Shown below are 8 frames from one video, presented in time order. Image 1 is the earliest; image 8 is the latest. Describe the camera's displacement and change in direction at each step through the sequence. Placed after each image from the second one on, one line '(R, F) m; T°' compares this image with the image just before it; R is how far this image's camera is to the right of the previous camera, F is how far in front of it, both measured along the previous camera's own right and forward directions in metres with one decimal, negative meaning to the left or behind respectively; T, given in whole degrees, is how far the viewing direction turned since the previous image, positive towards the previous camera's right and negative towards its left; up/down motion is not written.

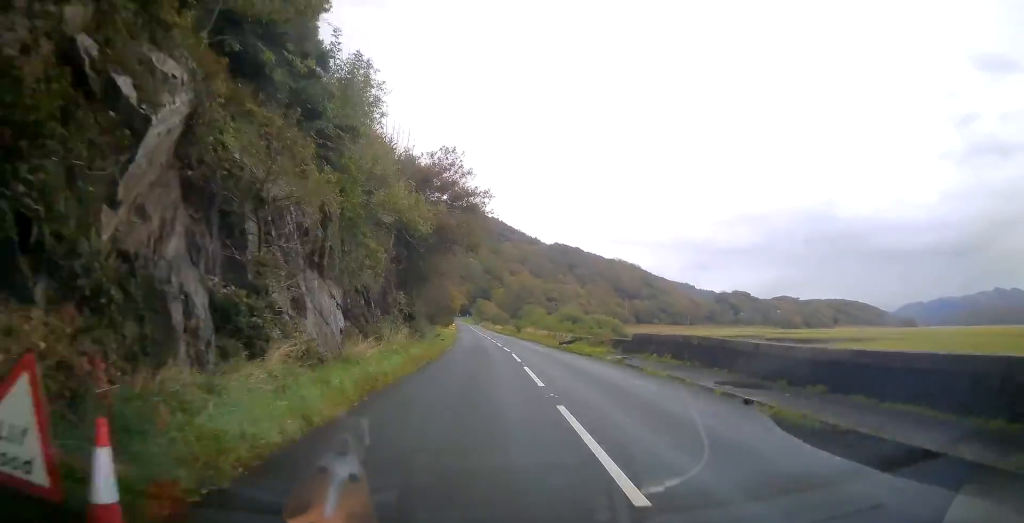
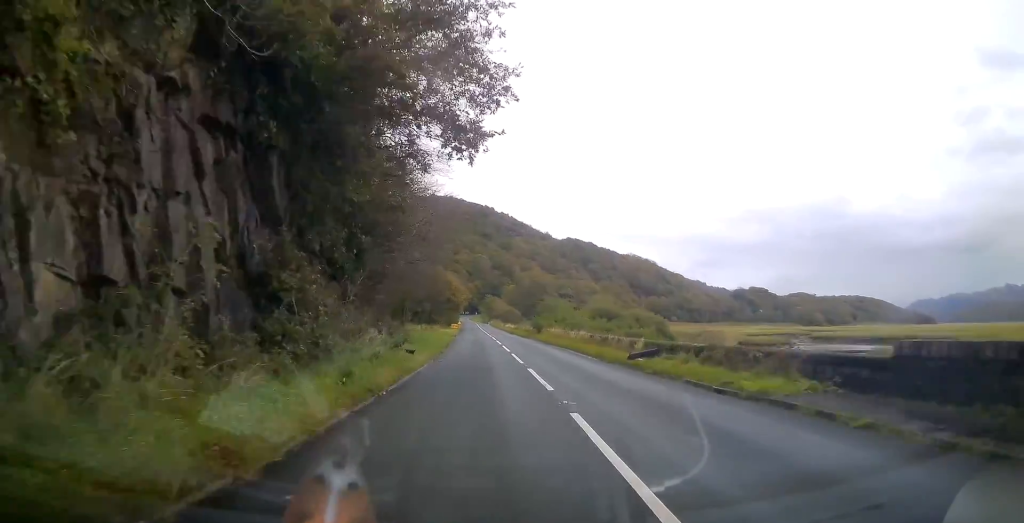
(-0.1, +18.3) m; -1°
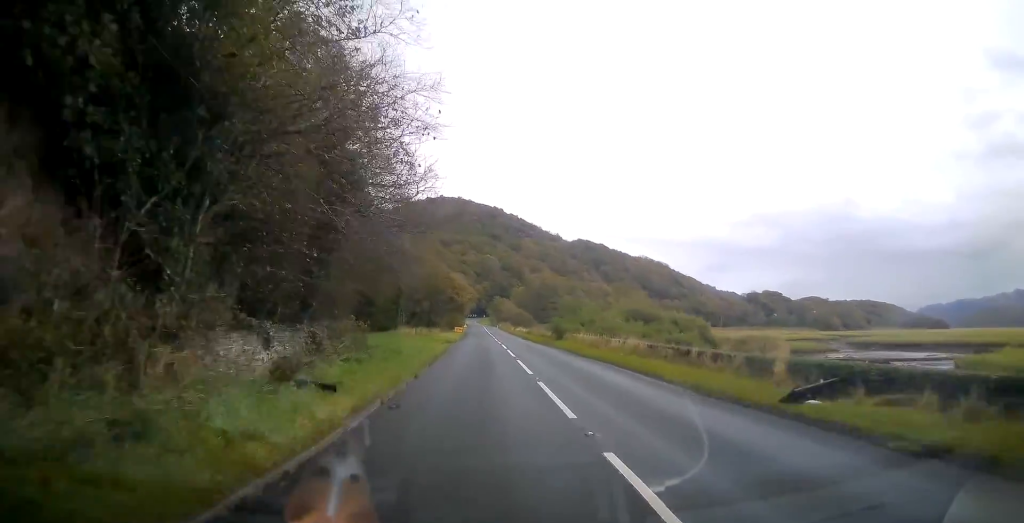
(0.0, +11.6) m; -1°
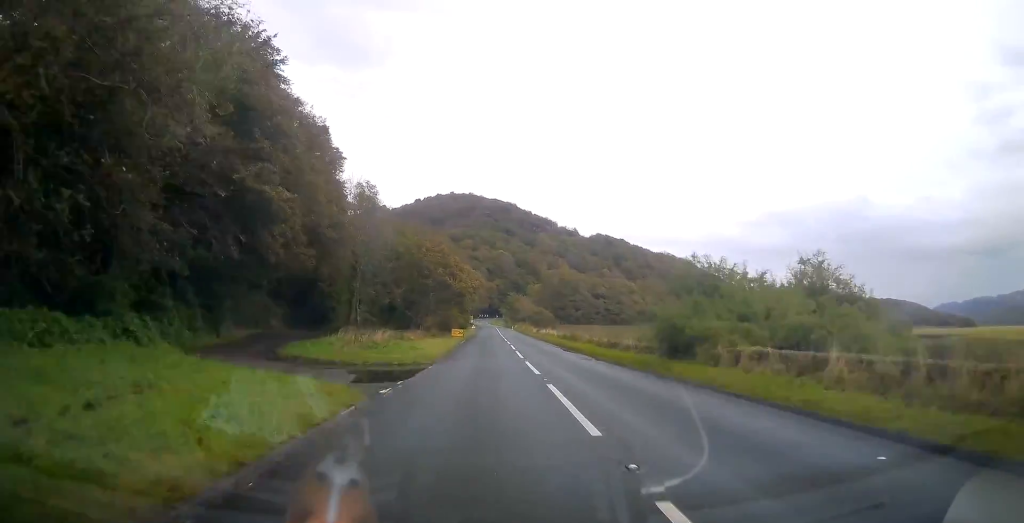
(-0.6, +28.2) m; -1°
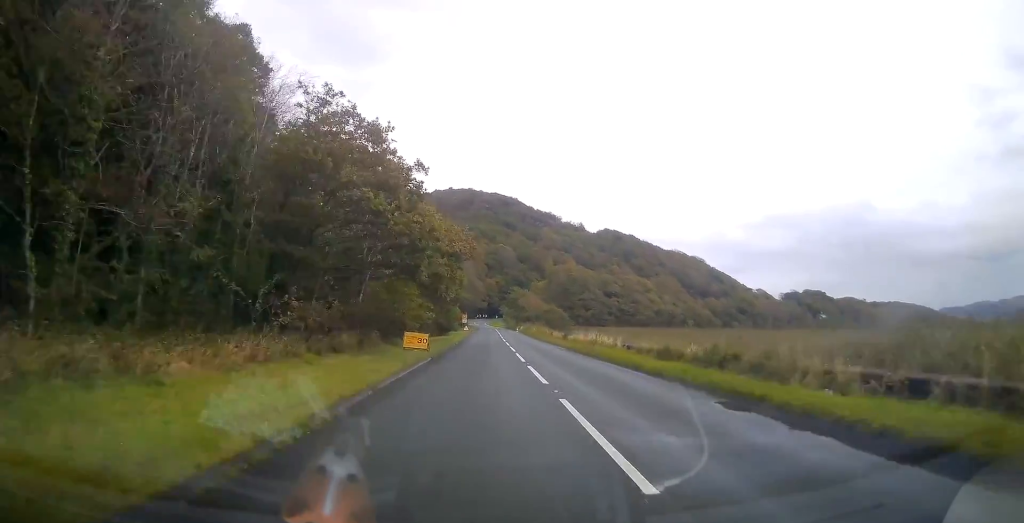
(-0.1, +29.7) m; 0°
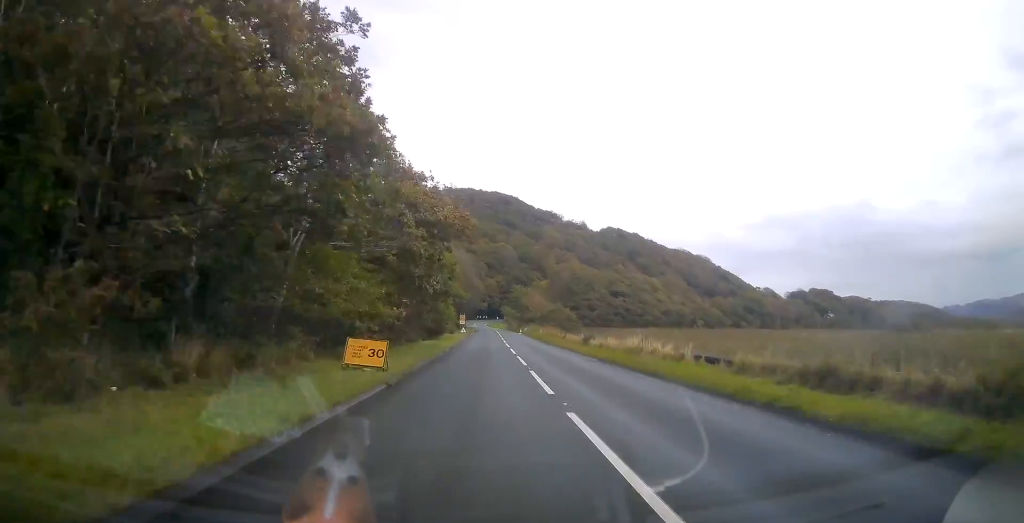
(0.0, +10.3) m; 0°
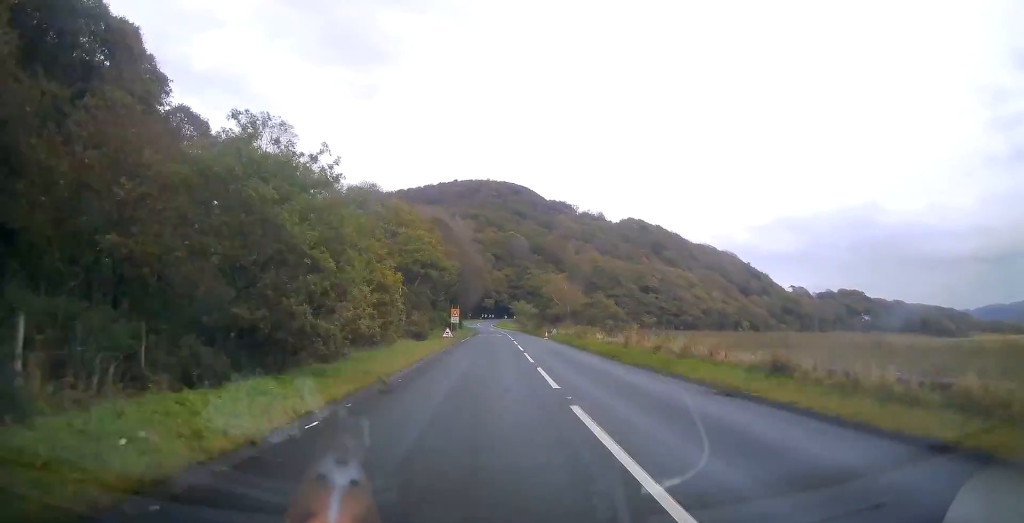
(-0.2, +35.9) m; -1°
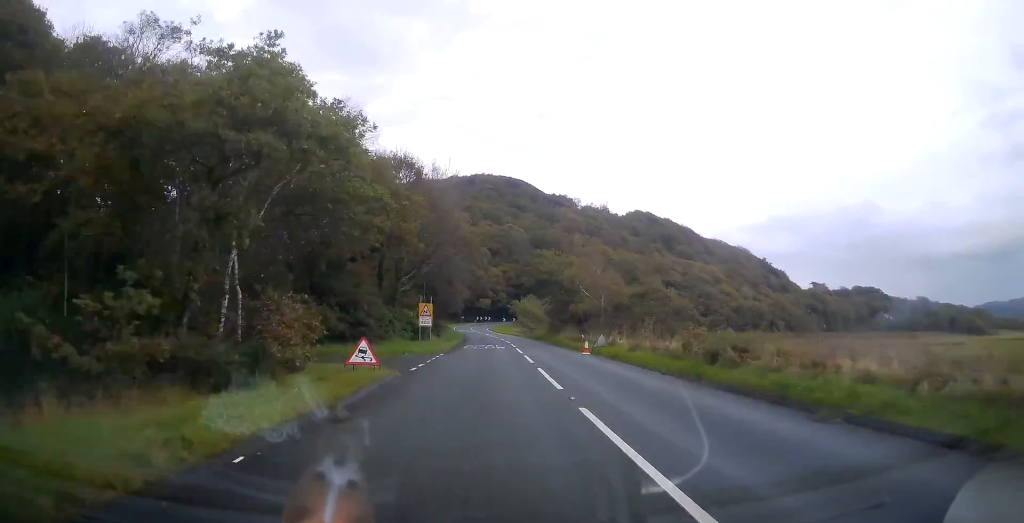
(-0.1, +26.9) m; +1°
